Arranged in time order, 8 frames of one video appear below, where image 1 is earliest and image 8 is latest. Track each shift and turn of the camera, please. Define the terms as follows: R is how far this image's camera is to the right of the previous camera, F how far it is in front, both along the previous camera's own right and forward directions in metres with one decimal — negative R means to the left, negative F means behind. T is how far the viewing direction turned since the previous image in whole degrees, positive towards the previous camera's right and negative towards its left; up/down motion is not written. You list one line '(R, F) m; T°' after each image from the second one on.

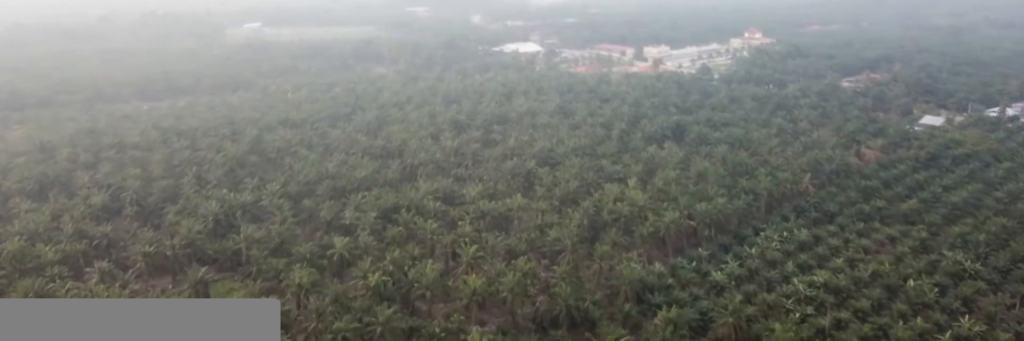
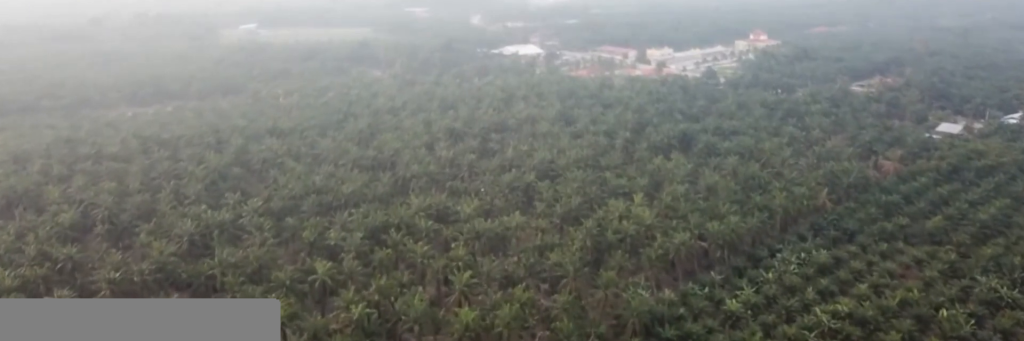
(0.0, +16.7) m; 0°
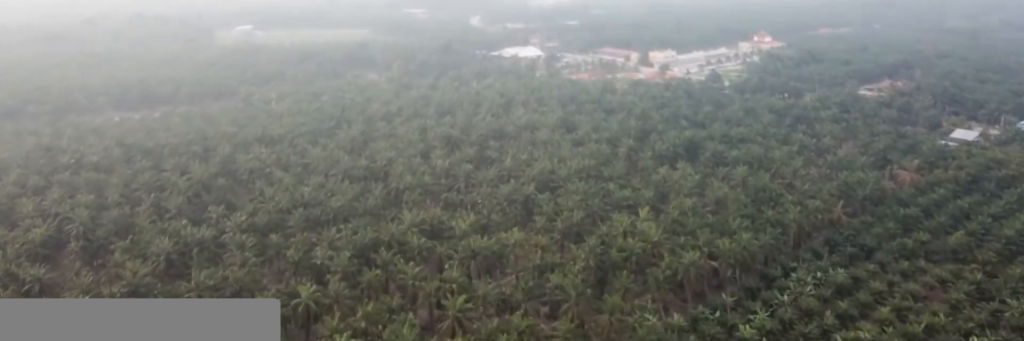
(0.0, +13.0) m; 0°
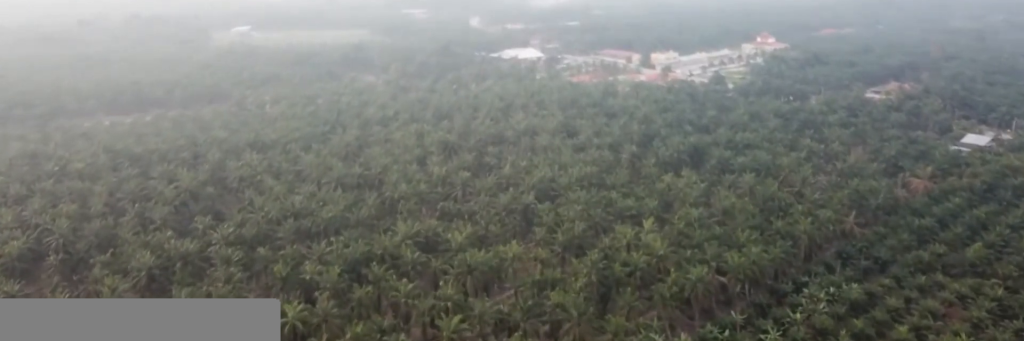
(0.0, +9.7) m; 0°
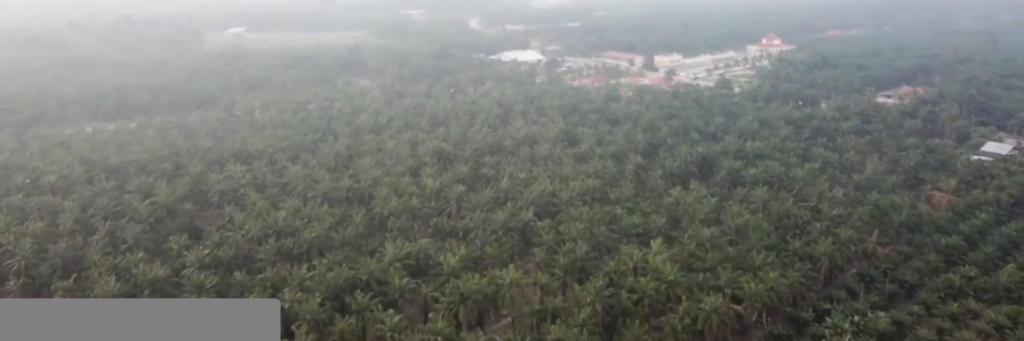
(0.0, +16.0) m; 0°
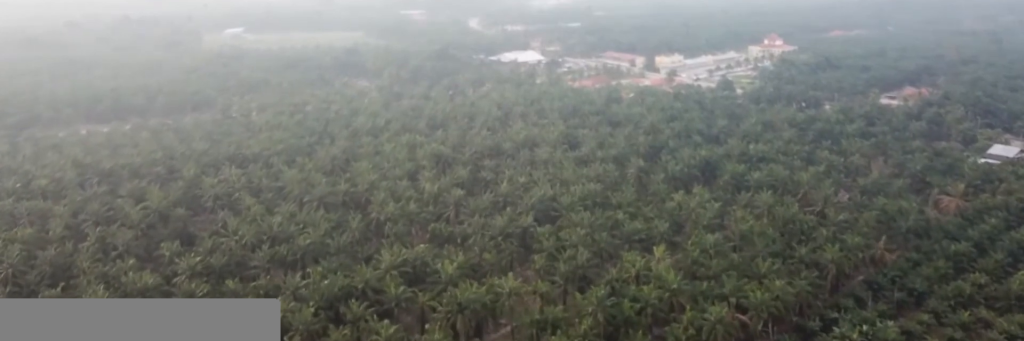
(0.0, +5.0) m; 0°
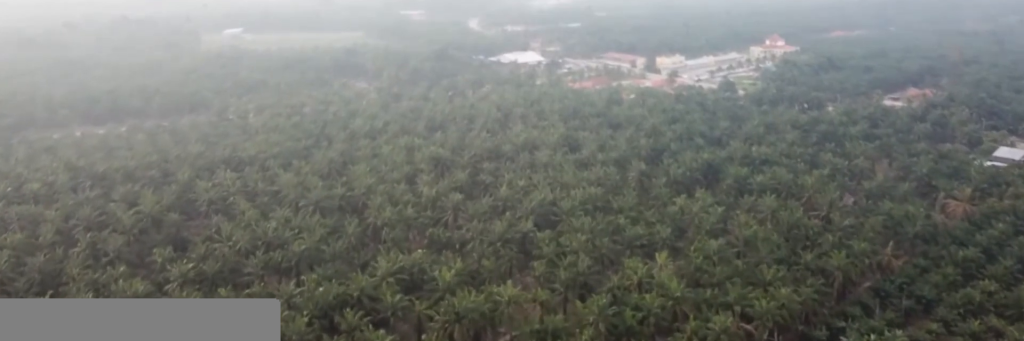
(0.0, +4.3) m; 0°
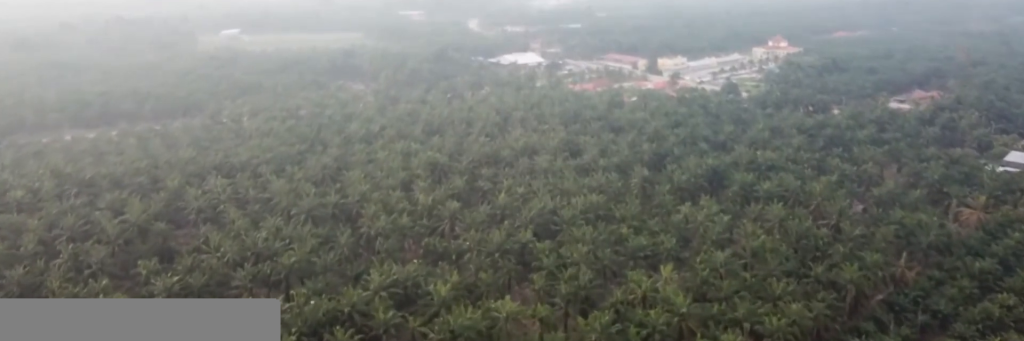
(0.0, +8.0) m; 0°
